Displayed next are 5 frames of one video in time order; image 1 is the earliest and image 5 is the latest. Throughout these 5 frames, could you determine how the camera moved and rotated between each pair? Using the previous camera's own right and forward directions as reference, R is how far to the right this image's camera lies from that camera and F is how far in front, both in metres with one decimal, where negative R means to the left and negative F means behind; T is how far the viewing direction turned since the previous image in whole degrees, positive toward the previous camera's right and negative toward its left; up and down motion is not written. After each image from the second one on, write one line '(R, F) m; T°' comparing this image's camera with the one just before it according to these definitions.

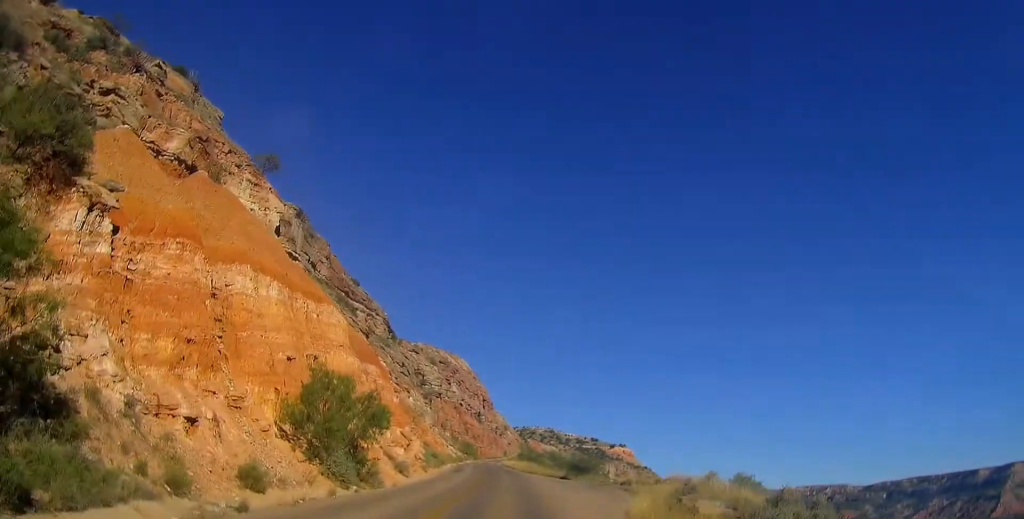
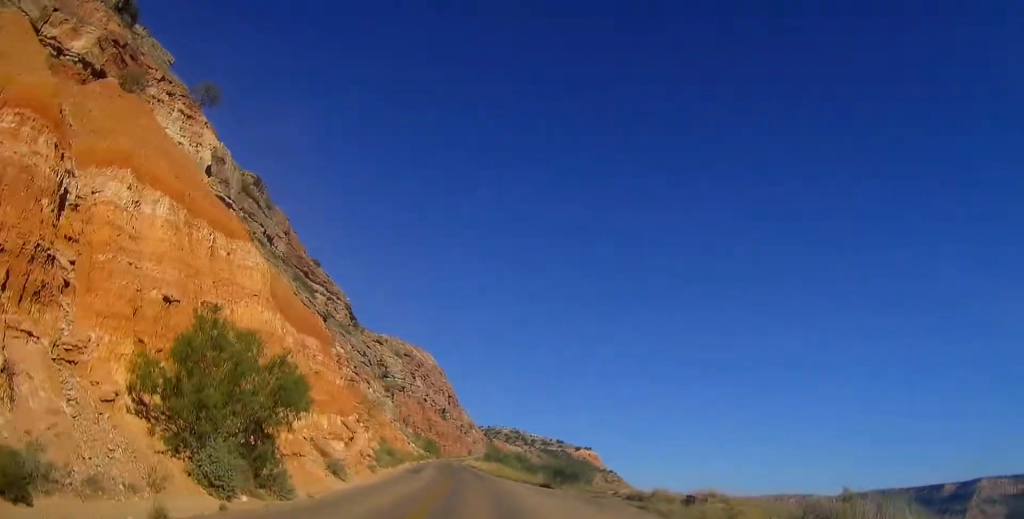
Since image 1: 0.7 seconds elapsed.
(+0.4, +8.7) m; +3°
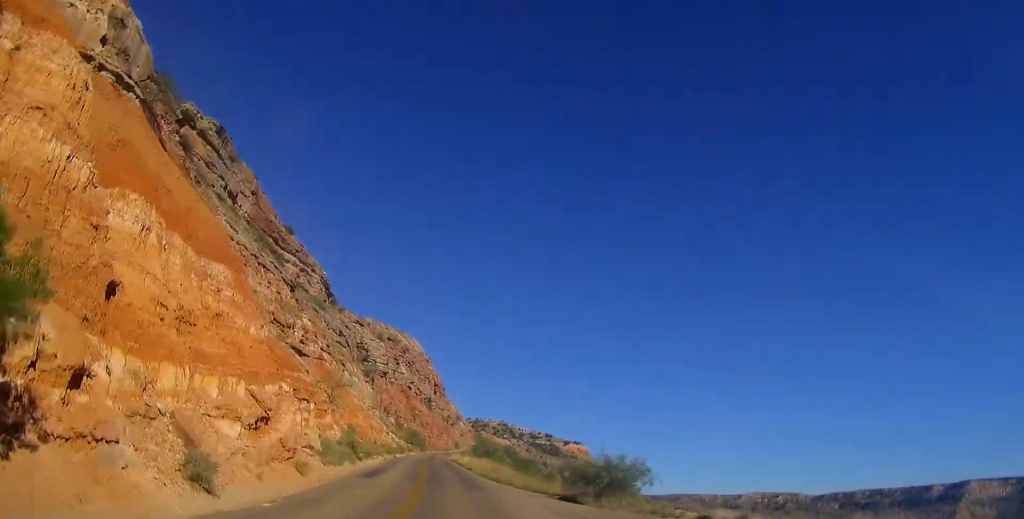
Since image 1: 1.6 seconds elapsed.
(+0.1, +12.9) m; 0°
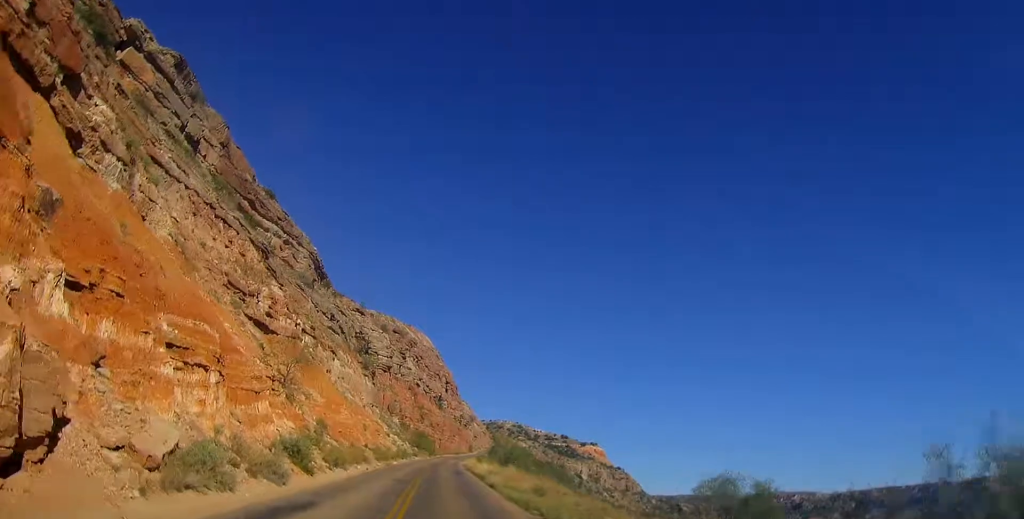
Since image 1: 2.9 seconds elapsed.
(0.0, +17.2) m; 0°
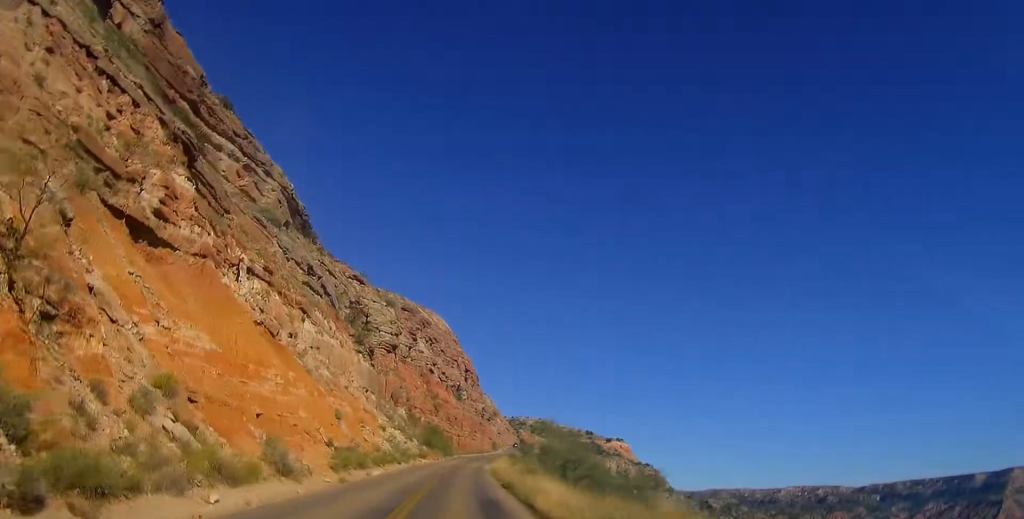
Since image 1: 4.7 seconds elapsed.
(-1.0, +25.5) m; -2°
